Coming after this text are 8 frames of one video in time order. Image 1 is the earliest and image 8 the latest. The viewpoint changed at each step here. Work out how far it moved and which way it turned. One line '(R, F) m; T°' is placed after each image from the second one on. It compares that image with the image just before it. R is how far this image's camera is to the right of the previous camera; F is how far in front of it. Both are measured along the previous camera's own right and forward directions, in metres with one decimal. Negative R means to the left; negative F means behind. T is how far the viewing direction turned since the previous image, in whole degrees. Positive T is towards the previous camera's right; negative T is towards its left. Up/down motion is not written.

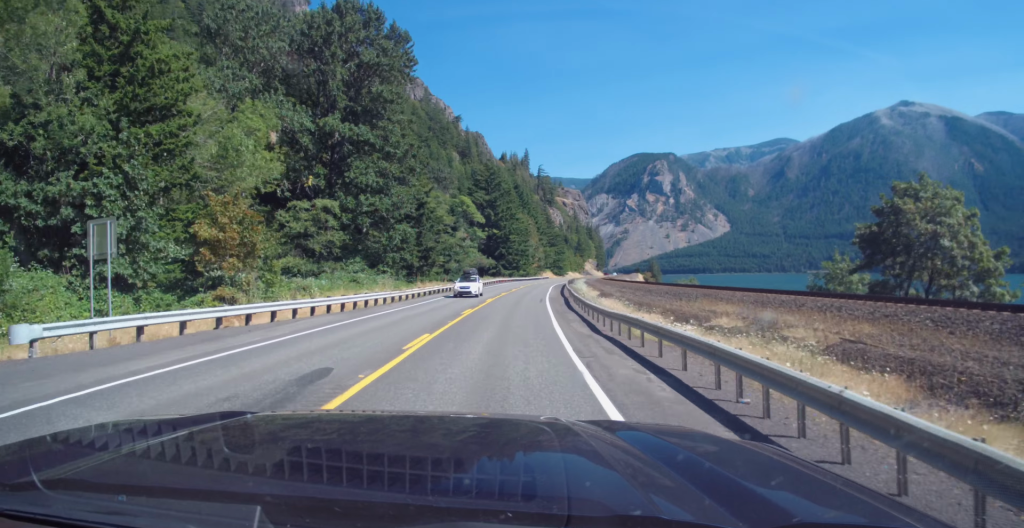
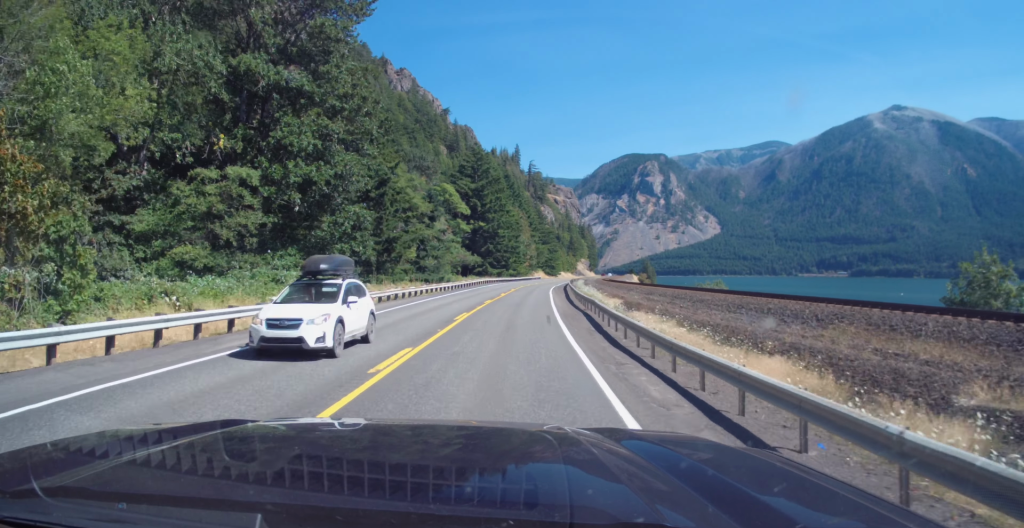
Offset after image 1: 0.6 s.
(+0.1, +16.5) m; +1°
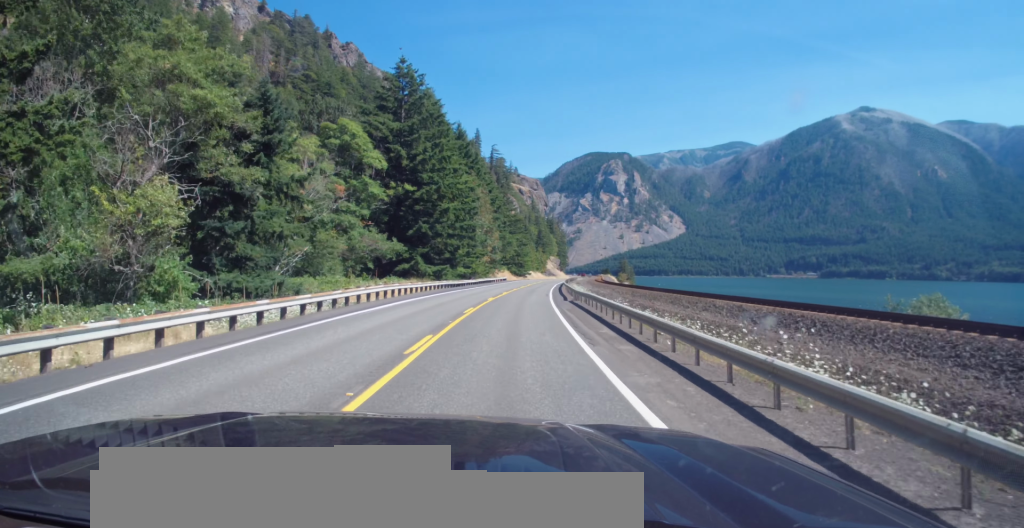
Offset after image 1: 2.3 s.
(+1.2, +45.8) m; +4°
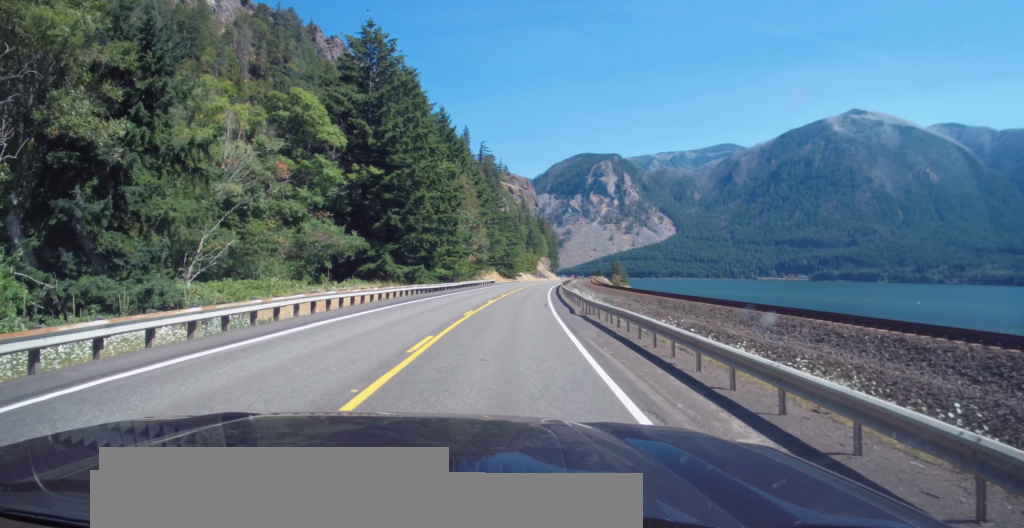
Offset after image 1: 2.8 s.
(+0.2, +11.5) m; +1°
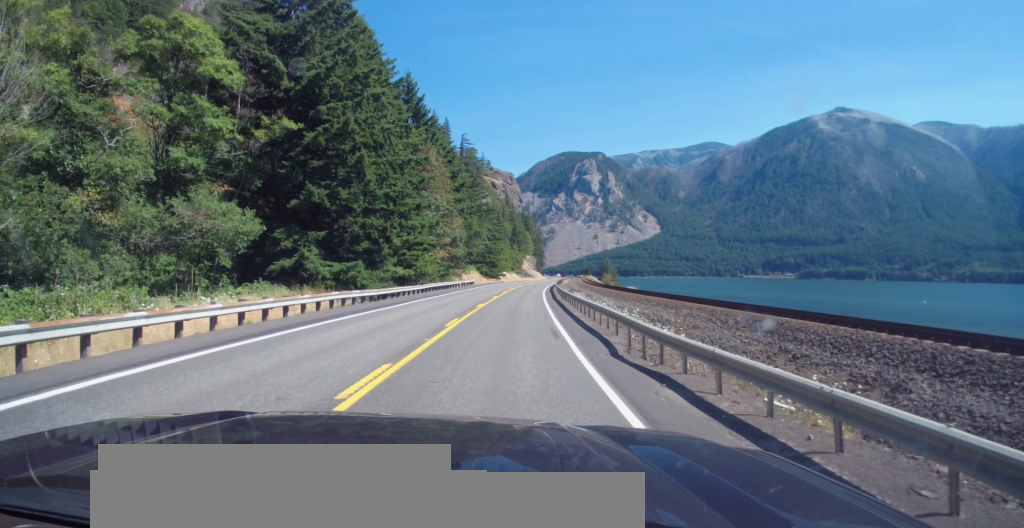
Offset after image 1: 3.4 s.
(+0.2, +17.3) m; +1°
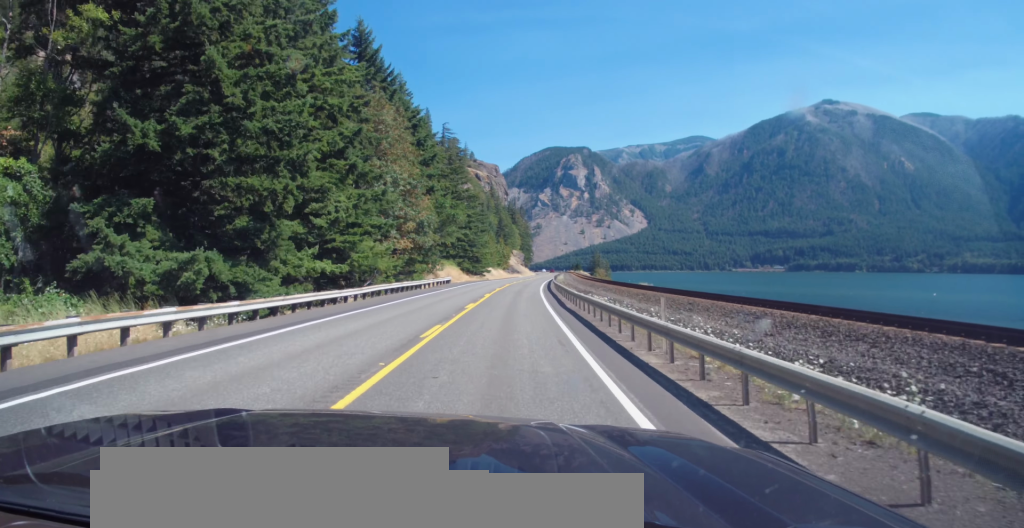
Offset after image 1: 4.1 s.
(-0.1, +16.9) m; +1°
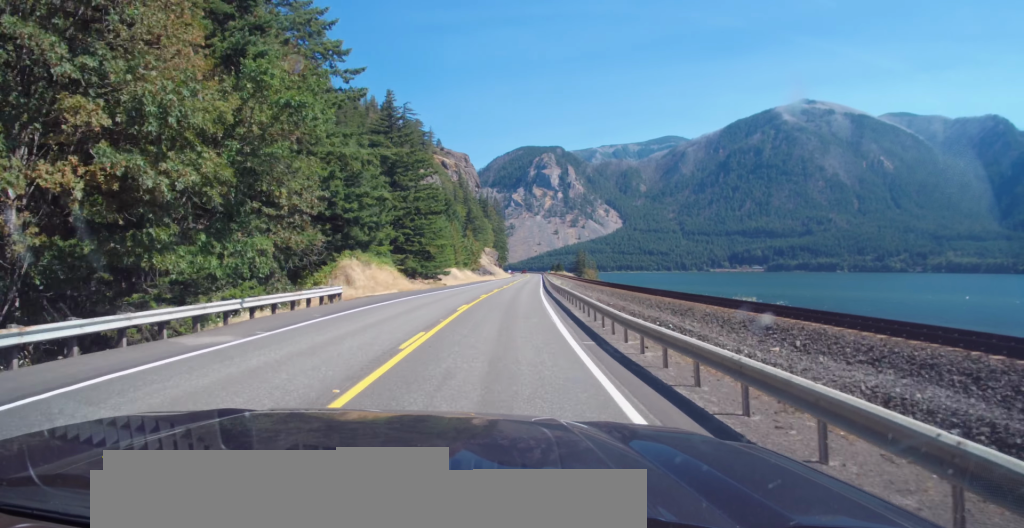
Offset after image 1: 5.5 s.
(+1.3, +38.5) m; +3°
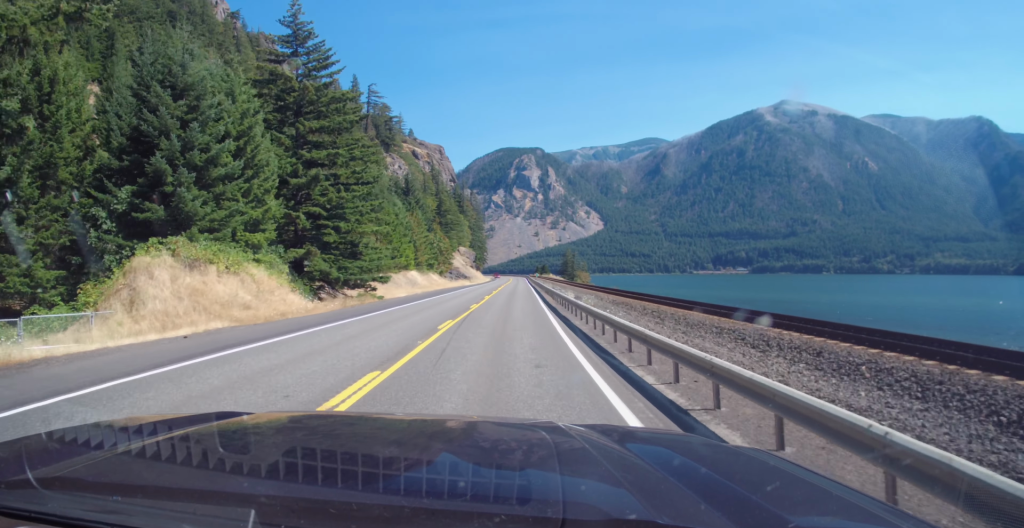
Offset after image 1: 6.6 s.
(+0.2, +29.3) m; +1°
